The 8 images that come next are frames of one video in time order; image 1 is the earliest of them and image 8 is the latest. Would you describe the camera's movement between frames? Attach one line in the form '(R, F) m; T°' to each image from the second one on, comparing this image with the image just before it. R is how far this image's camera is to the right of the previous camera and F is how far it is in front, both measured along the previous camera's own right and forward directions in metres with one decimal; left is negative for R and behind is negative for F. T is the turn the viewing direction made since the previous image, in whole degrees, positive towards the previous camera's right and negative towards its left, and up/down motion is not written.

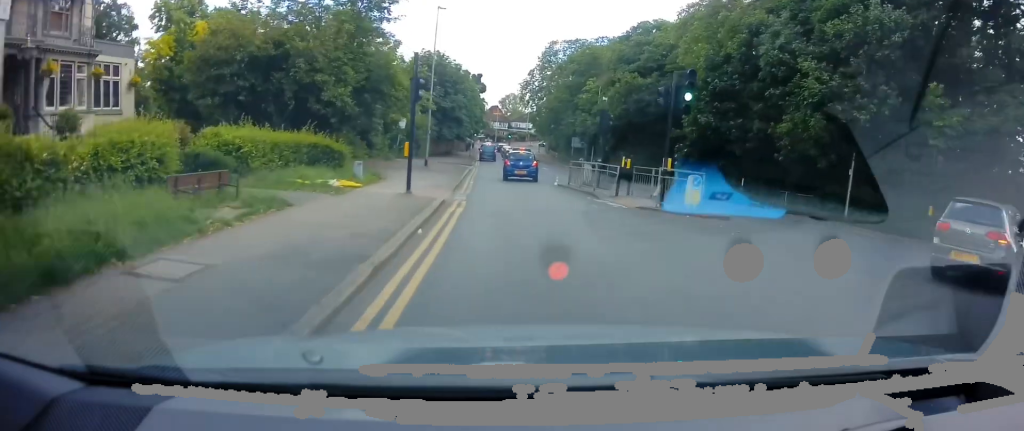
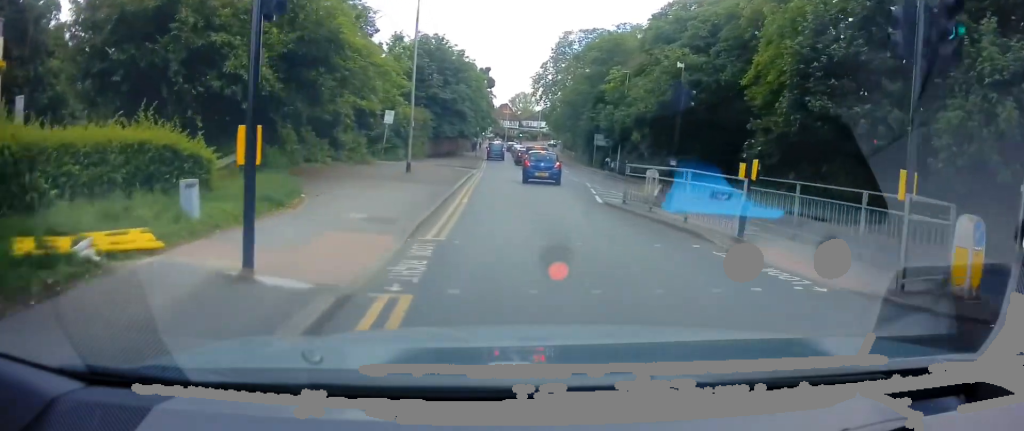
(-0.2, +9.7) m; -2°
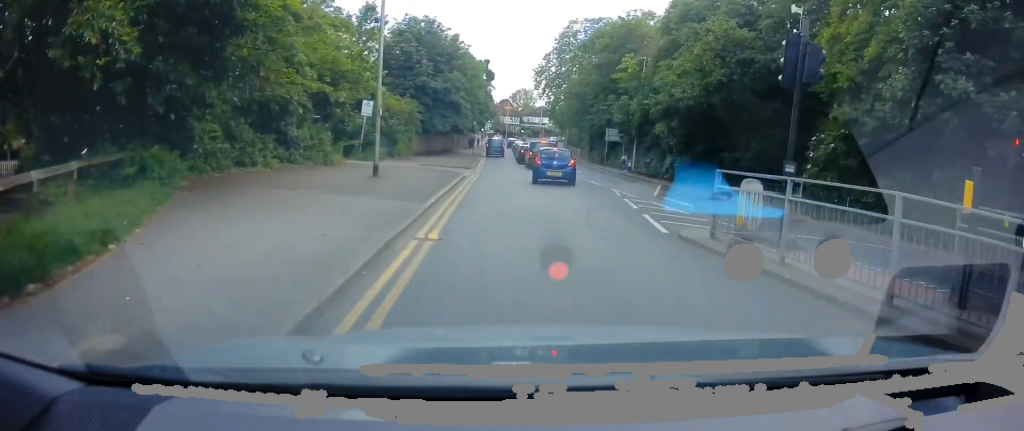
(-0.1, +6.8) m; -1°
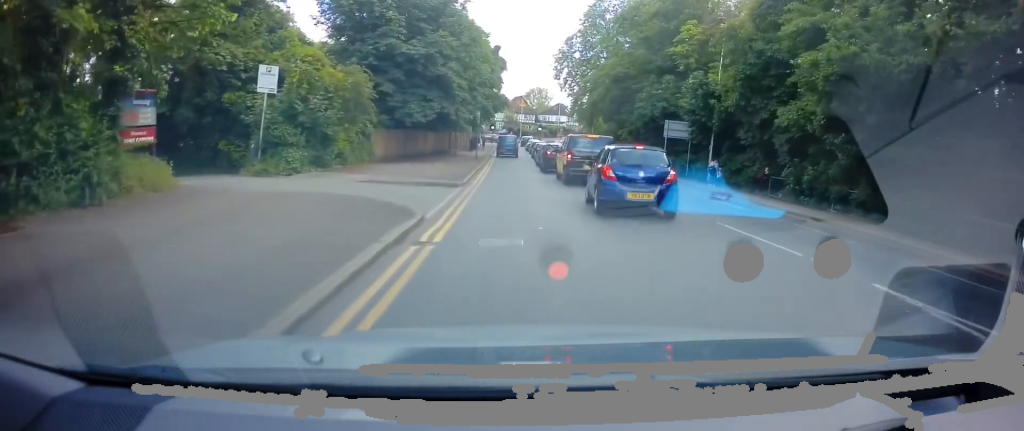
(-0.2, +17.1) m; -3°
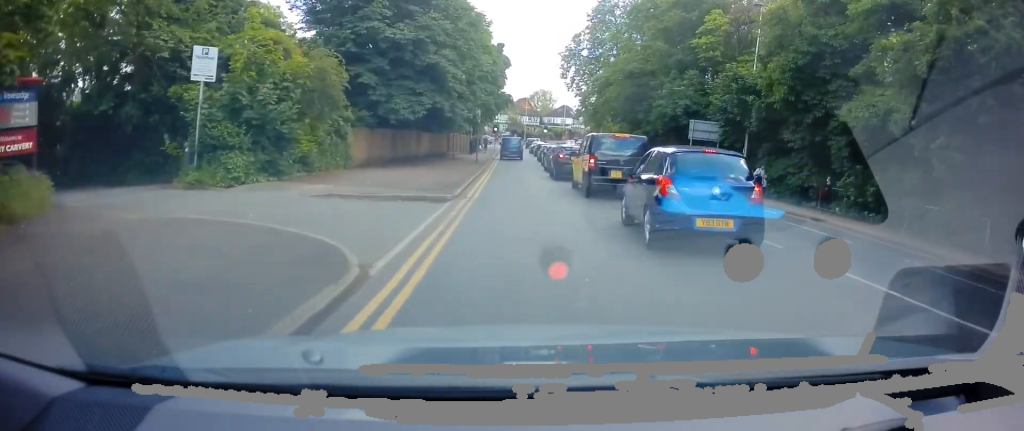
(-0.1, +4.8) m; -1°
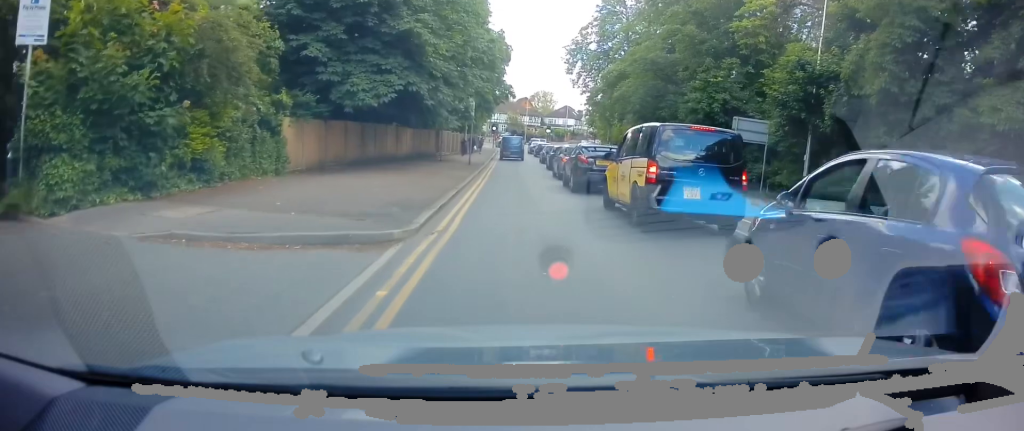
(-0.1, +6.9) m; +1°
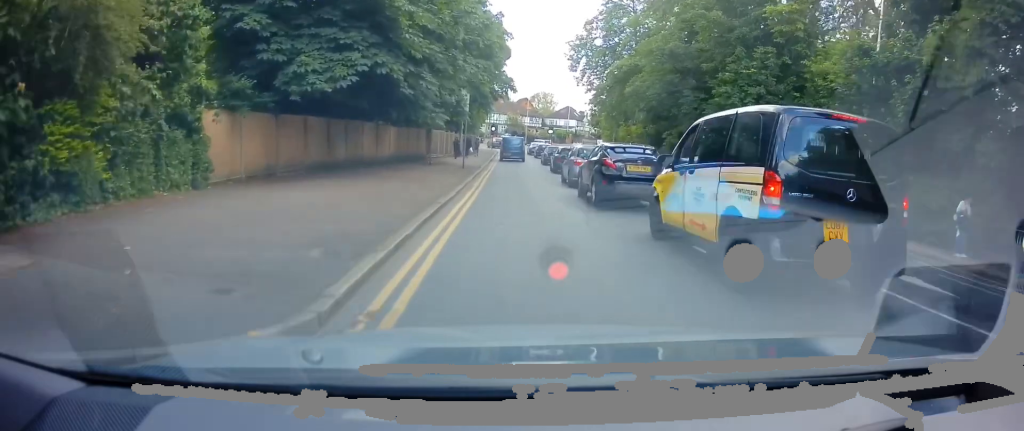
(+0.1, +4.6) m; +1°
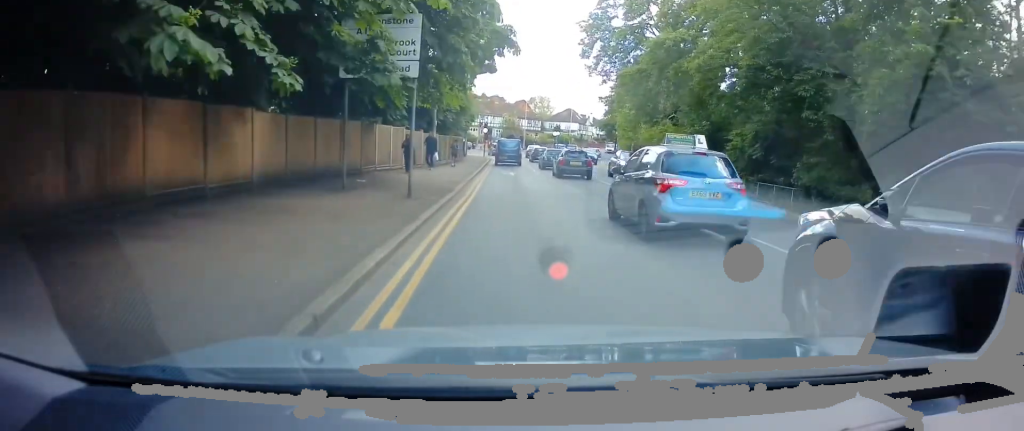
(0.0, +15.4) m; 0°
